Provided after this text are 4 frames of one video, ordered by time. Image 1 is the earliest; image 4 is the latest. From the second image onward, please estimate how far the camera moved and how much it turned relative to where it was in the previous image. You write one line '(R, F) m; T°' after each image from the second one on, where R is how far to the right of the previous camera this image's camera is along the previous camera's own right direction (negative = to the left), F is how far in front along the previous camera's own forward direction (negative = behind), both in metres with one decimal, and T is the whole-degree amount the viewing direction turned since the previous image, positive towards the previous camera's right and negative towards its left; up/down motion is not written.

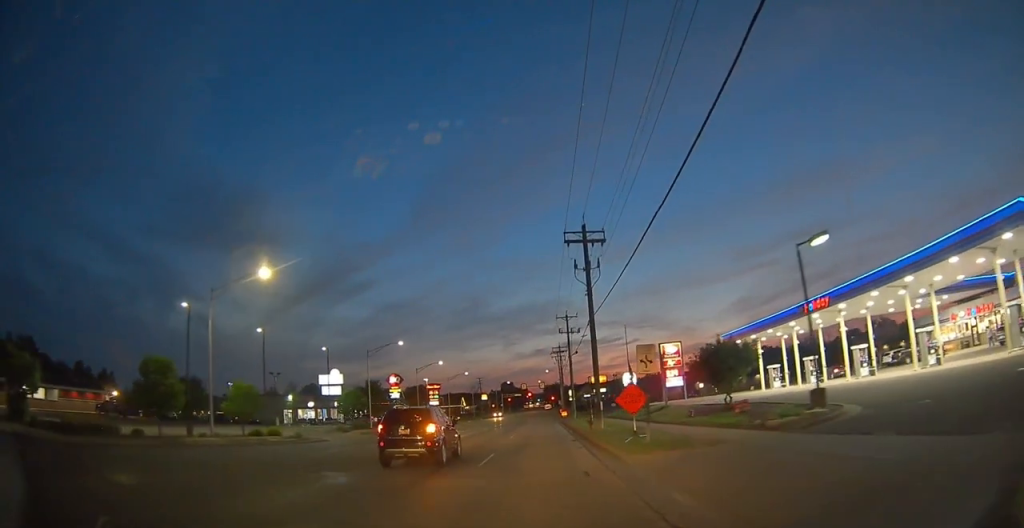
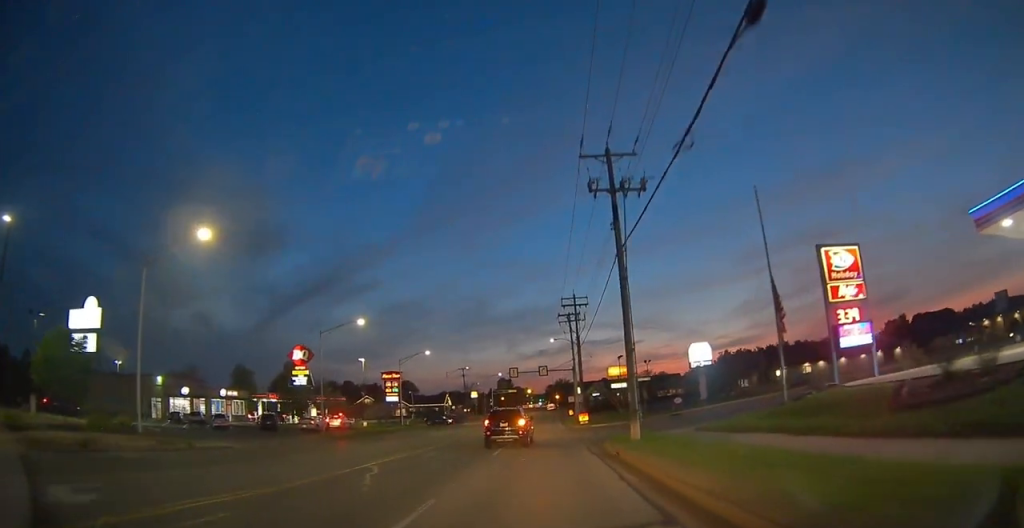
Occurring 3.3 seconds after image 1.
(-0.2, +40.0) m; +1°
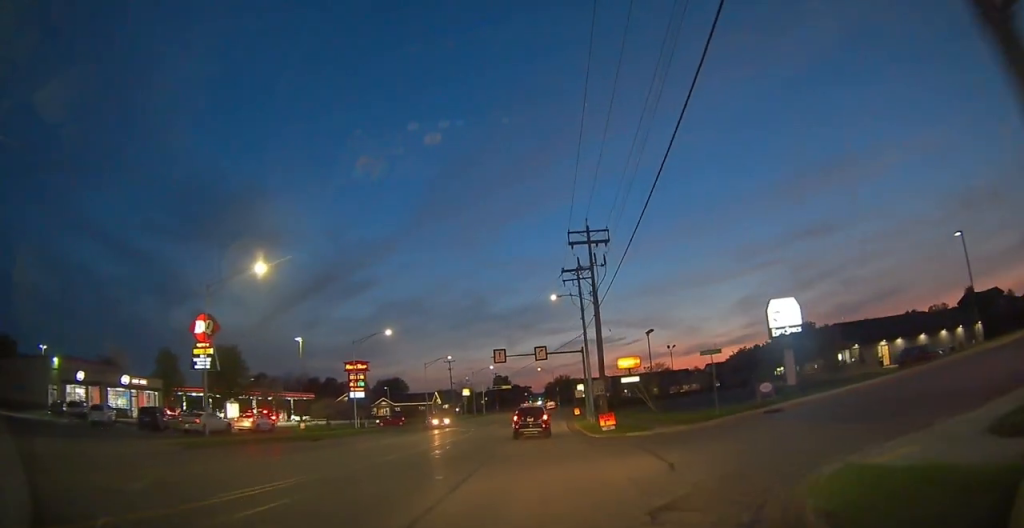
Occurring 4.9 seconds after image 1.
(0.0, +18.4) m; 0°
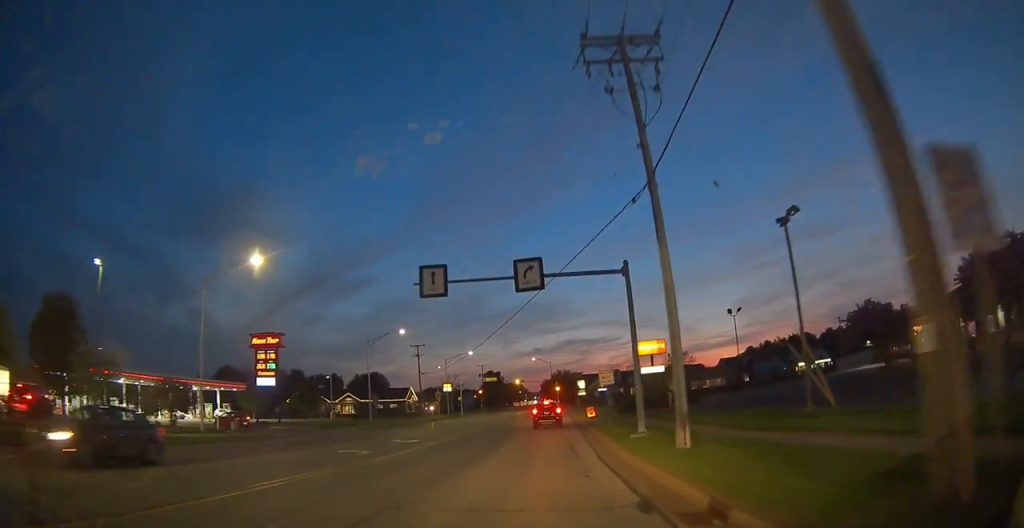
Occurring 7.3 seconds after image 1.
(0.0, +27.4) m; 0°
